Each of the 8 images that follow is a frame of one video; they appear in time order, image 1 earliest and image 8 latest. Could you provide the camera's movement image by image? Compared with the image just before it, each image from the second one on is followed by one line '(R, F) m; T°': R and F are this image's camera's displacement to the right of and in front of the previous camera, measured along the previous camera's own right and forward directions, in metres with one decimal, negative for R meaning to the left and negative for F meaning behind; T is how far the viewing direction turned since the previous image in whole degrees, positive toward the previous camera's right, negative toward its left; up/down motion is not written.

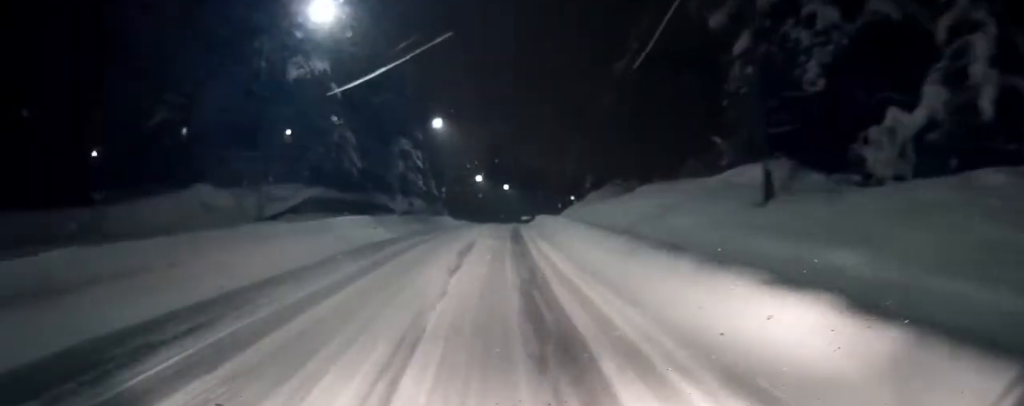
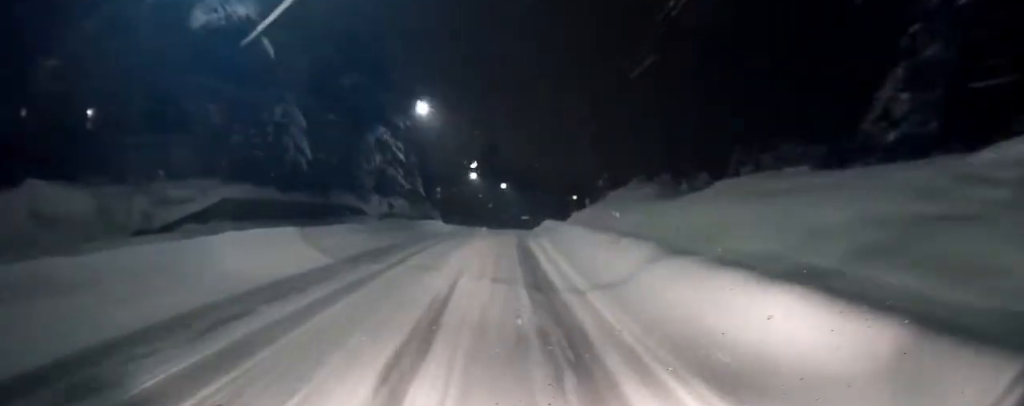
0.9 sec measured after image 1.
(0.0, +9.7) m; +1°
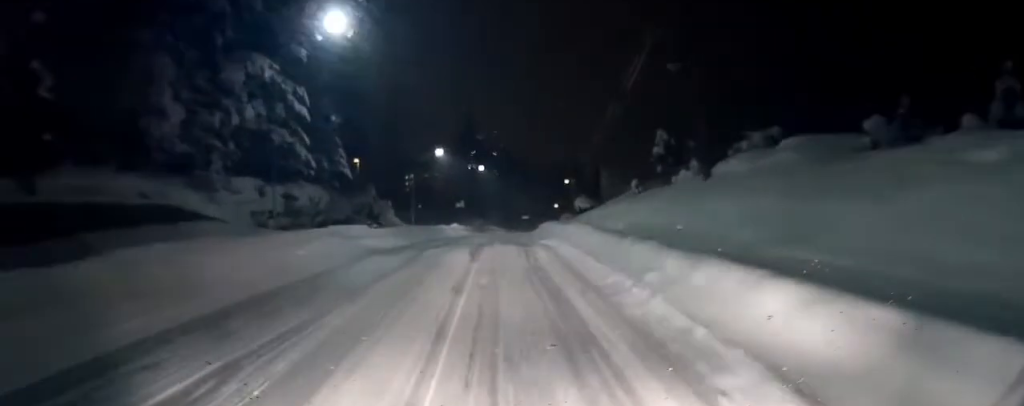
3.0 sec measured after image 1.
(+0.3, +21.1) m; +1°
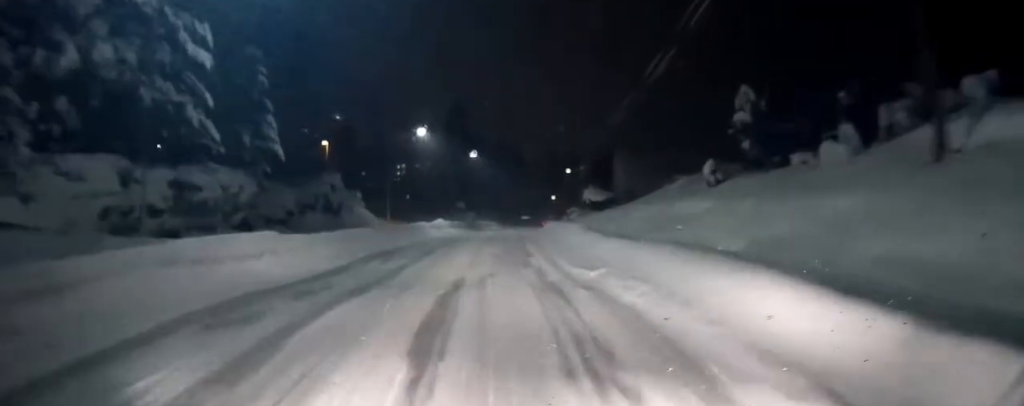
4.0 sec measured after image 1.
(0.0, +10.1) m; +1°
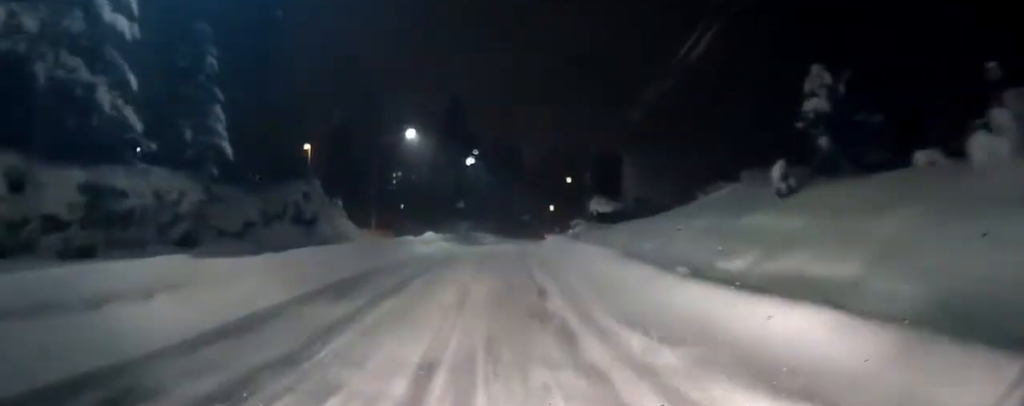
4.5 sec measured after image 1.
(+0.1, +4.7) m; +1°
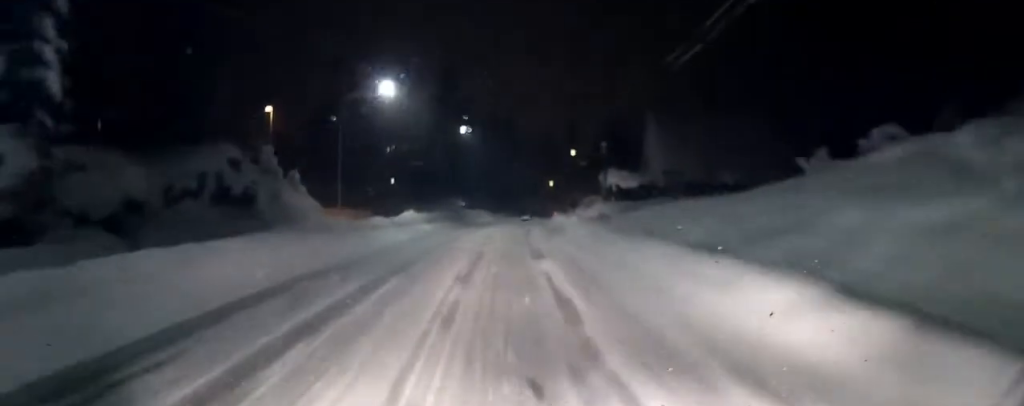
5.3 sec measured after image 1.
(-0.1, +8.5) m; +1°
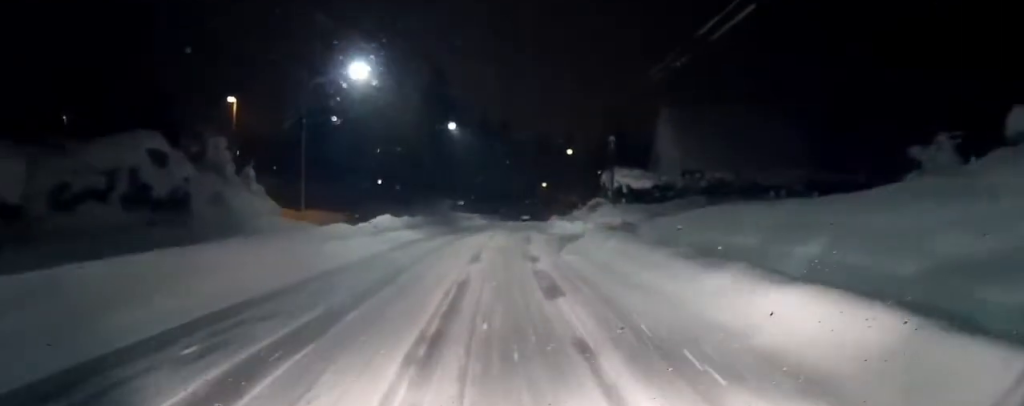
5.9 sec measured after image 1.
(+0.1, +5.1) m; +1°
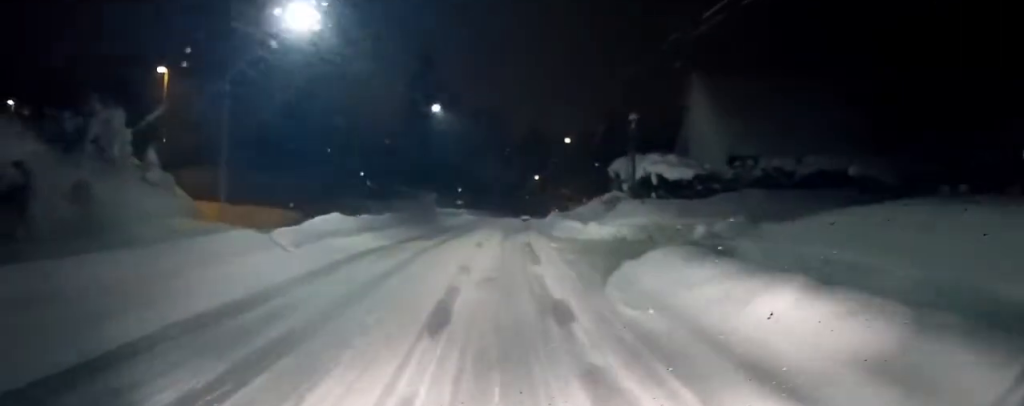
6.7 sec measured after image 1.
(+0.2, +7.7) m; +1°
